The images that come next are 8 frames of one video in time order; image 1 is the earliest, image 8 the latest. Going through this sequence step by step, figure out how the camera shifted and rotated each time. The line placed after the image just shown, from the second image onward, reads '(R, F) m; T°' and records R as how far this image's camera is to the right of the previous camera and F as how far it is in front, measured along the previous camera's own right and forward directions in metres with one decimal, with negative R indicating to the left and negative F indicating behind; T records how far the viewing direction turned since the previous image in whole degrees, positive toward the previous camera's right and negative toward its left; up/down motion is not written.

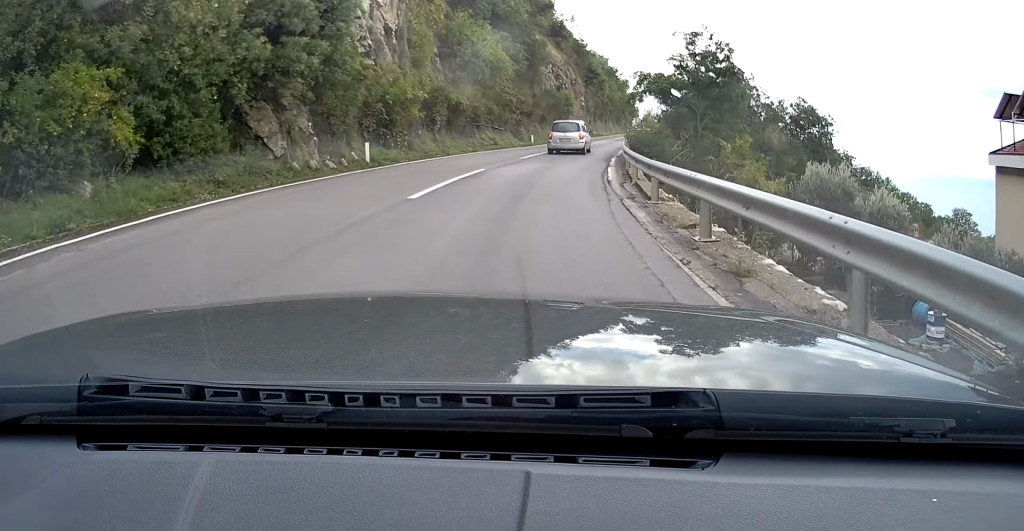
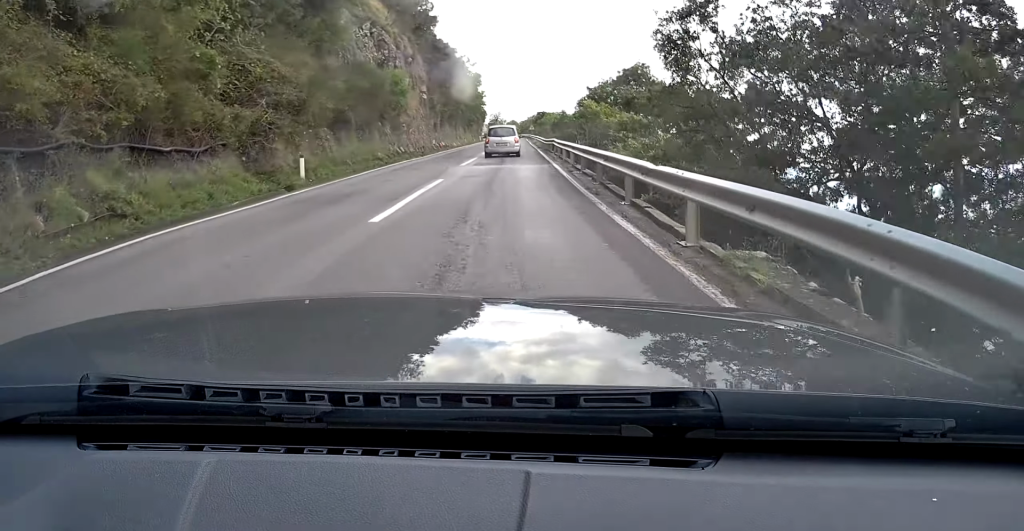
(+3.7, +29.3) m; +11°
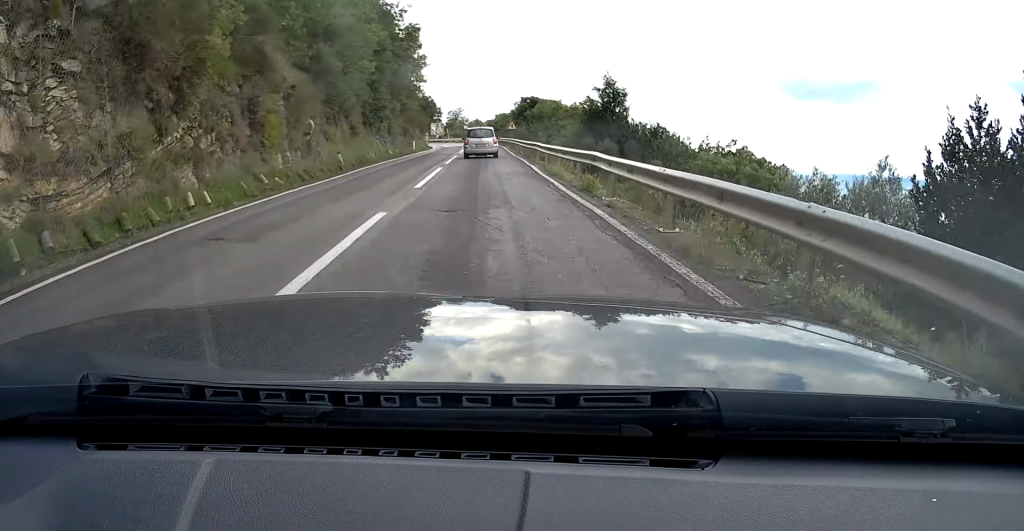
(+4.5, +50.1) m; +6°
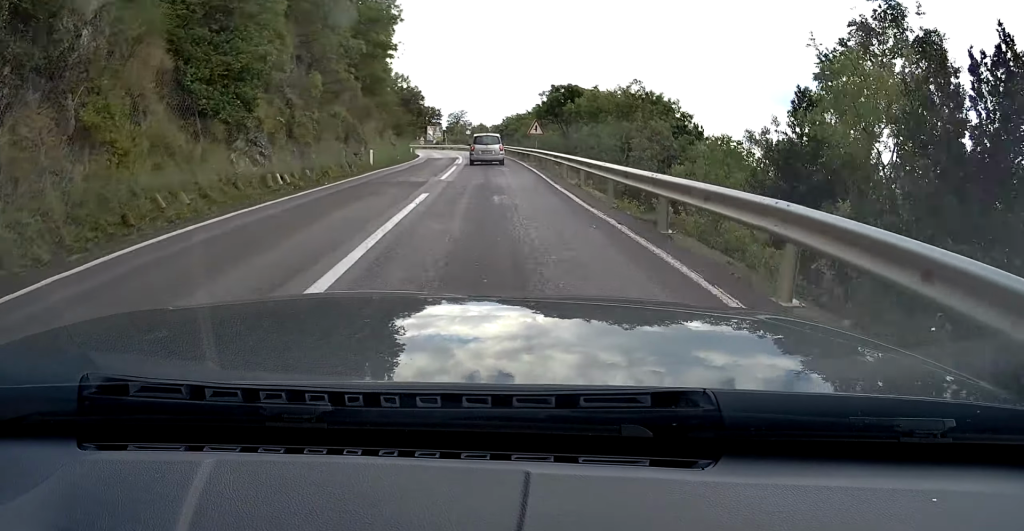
(+0.2, +23.0) m; 0°
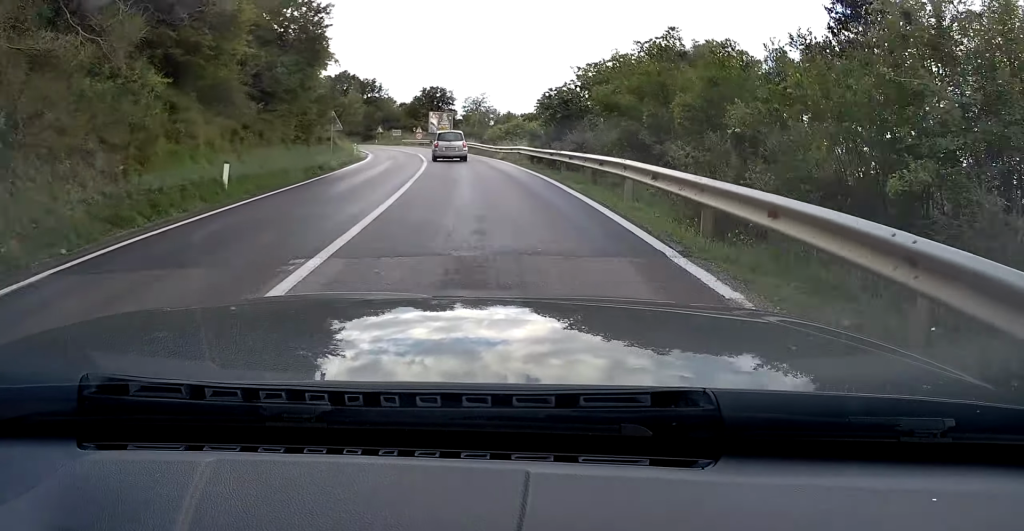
(-0.3, +45.9) m; -3°
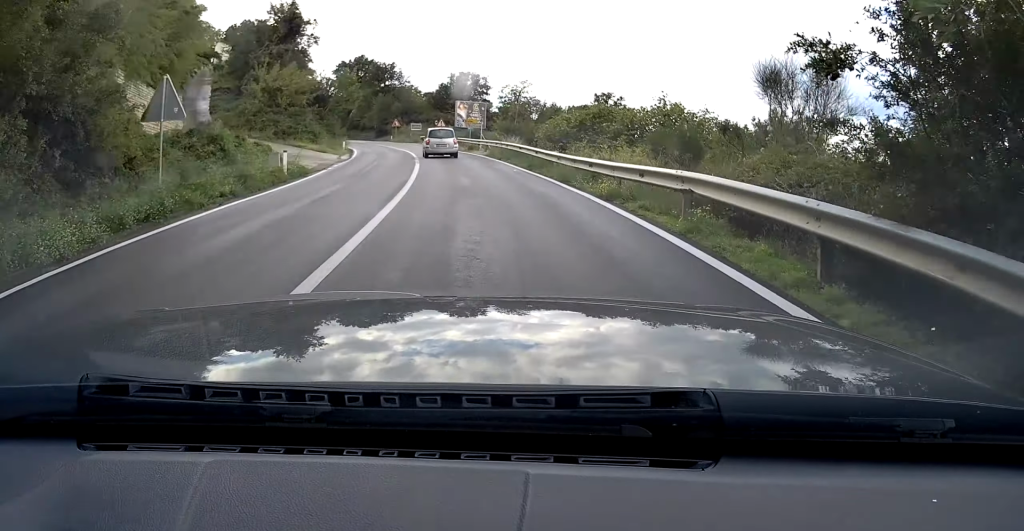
(-0.6, +21.5) m; -3°
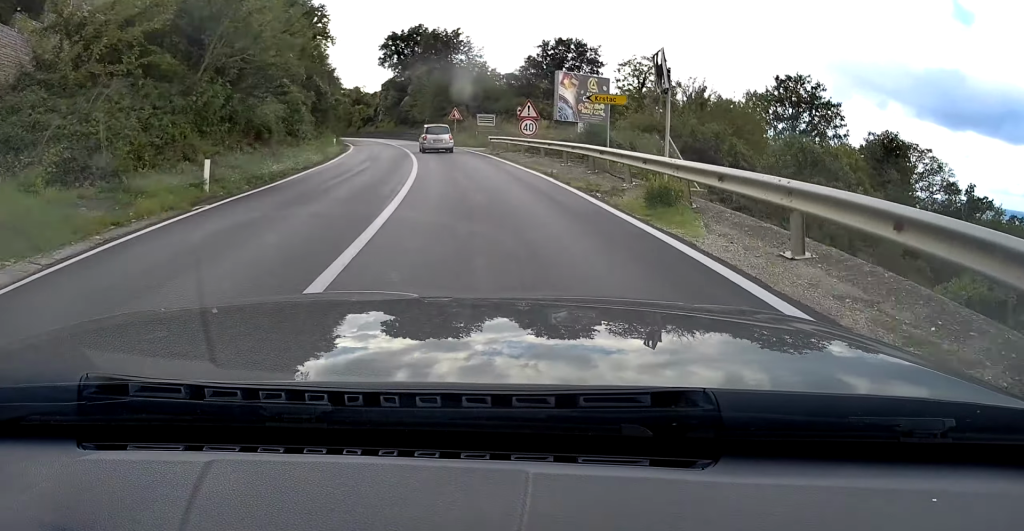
(-1.8, +35.0) m; -7°
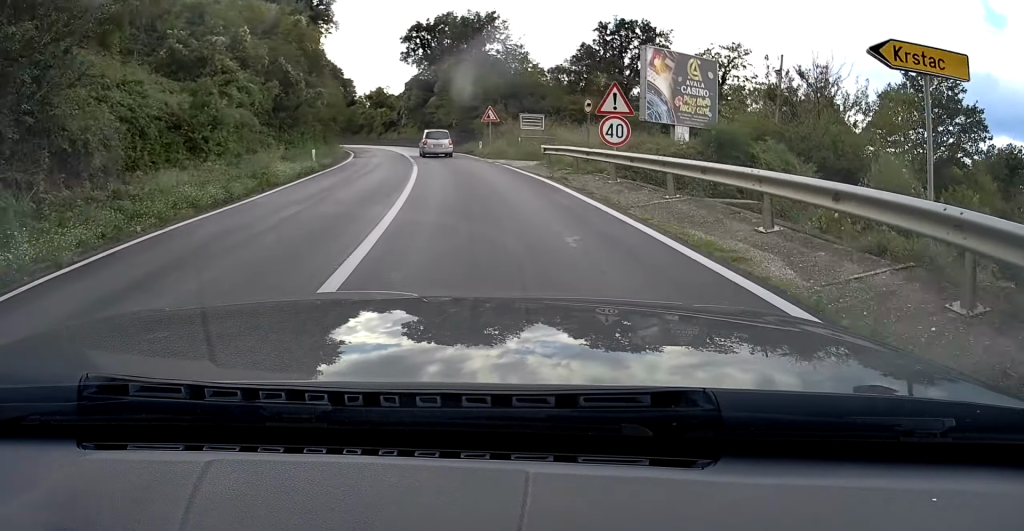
(-0.1, +13.8) m; -3°
